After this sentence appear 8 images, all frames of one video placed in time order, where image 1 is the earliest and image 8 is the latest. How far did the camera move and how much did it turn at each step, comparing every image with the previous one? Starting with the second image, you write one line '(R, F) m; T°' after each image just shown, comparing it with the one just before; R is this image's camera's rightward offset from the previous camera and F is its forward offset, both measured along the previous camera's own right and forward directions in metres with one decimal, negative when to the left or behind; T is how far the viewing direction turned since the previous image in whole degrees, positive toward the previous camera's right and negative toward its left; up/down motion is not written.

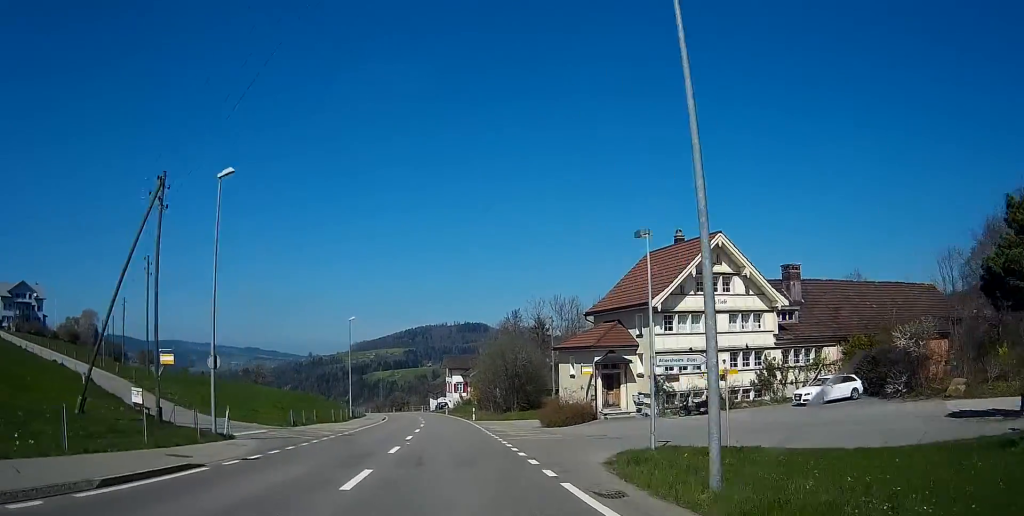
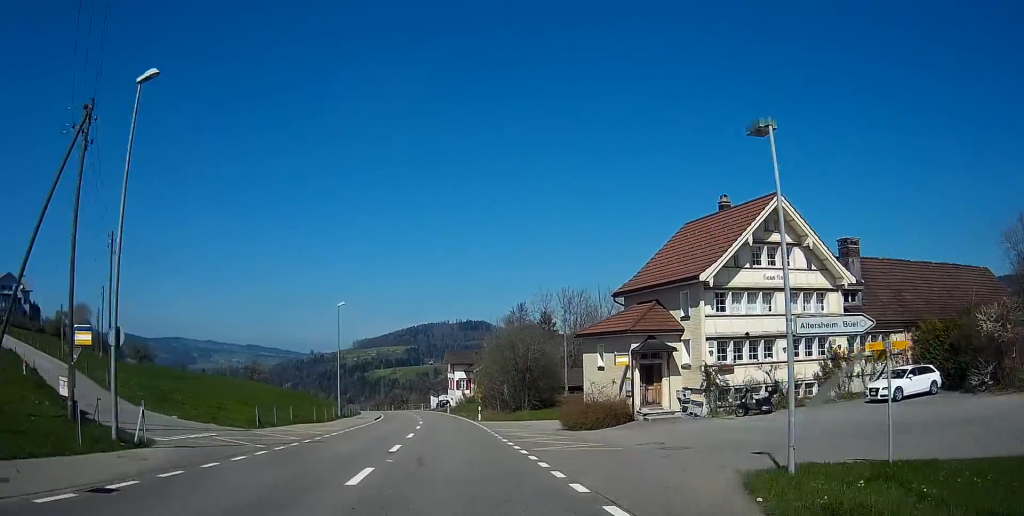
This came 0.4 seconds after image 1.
(0.0, +7.5) m; 0°
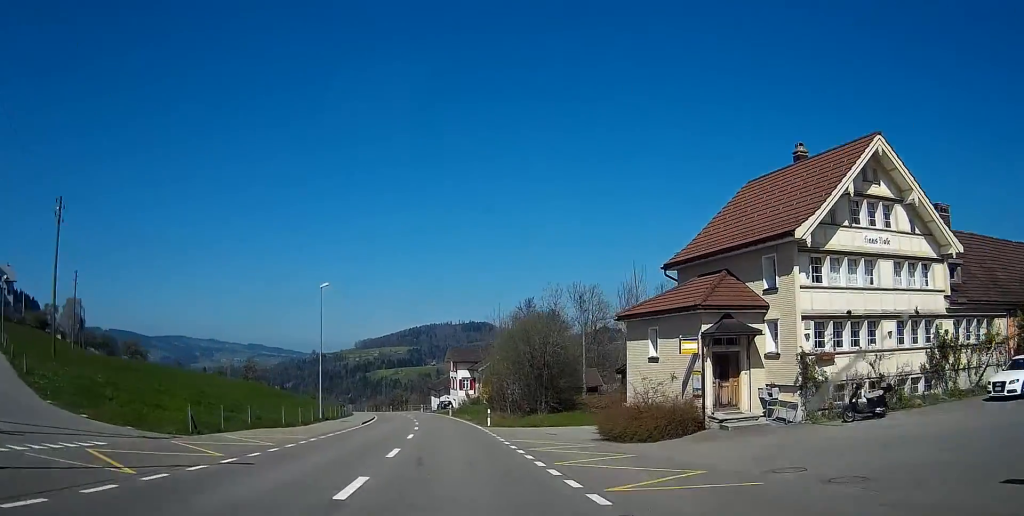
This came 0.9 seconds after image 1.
(0.0, +8.7) m; 0°
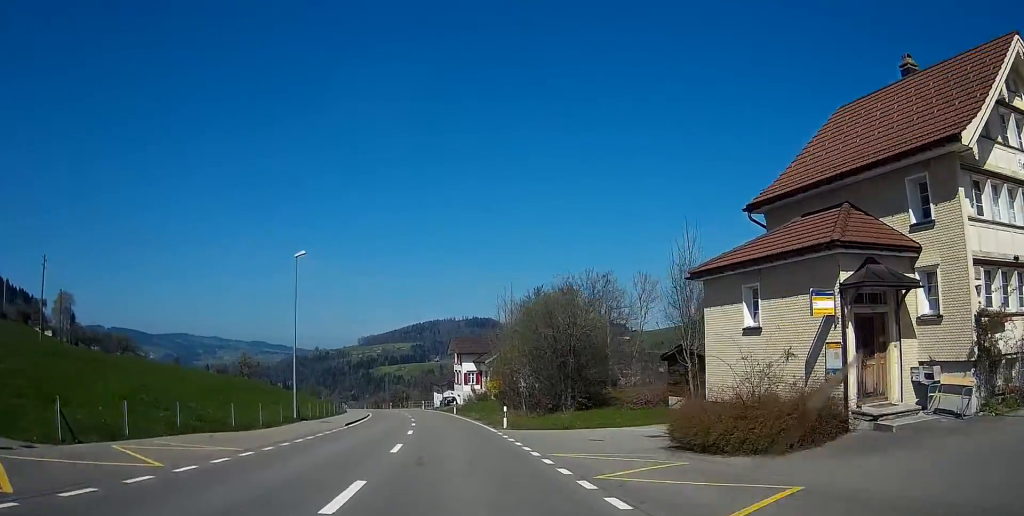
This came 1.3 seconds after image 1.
(0.0, +8.8) m; 0°
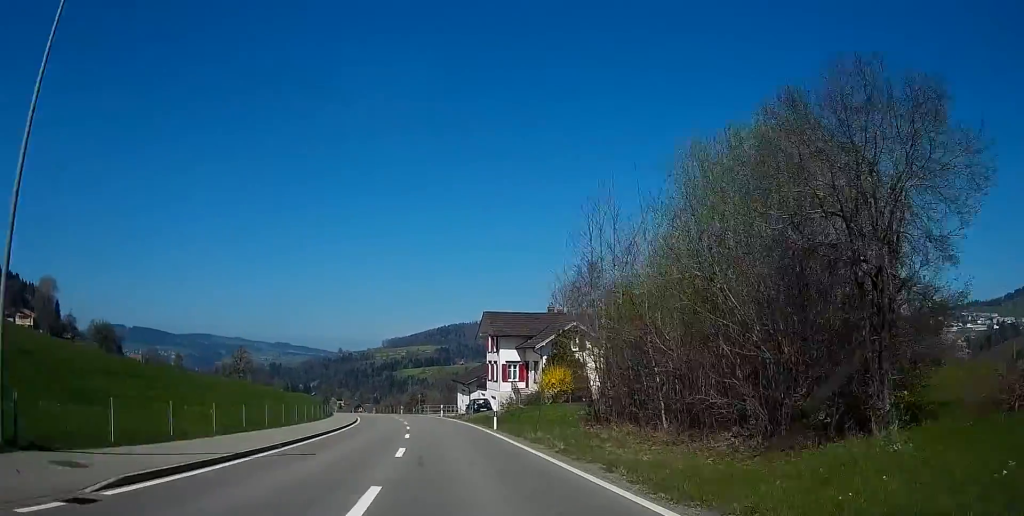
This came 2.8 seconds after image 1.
(-0.4, +27.4) m; -2°
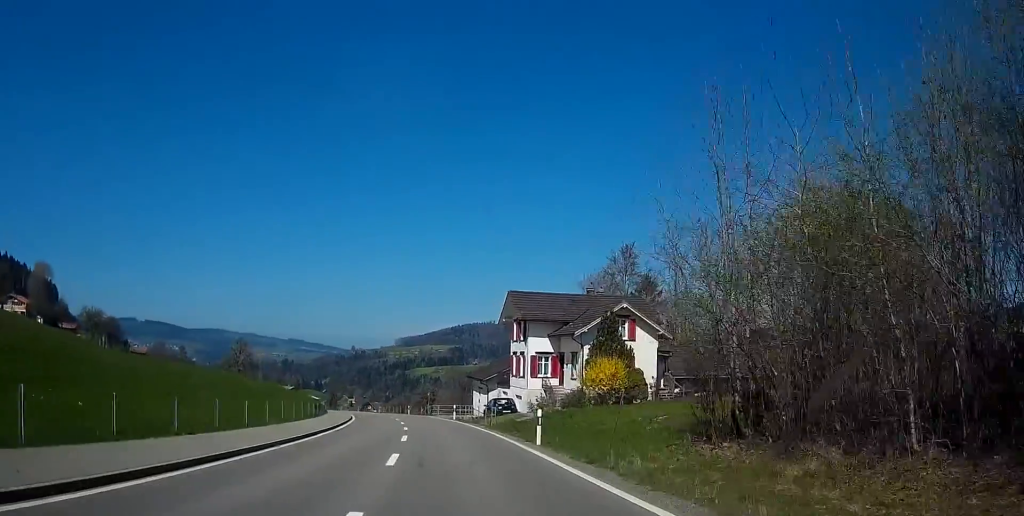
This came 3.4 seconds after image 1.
(-0.1, +11.8) m; -1°
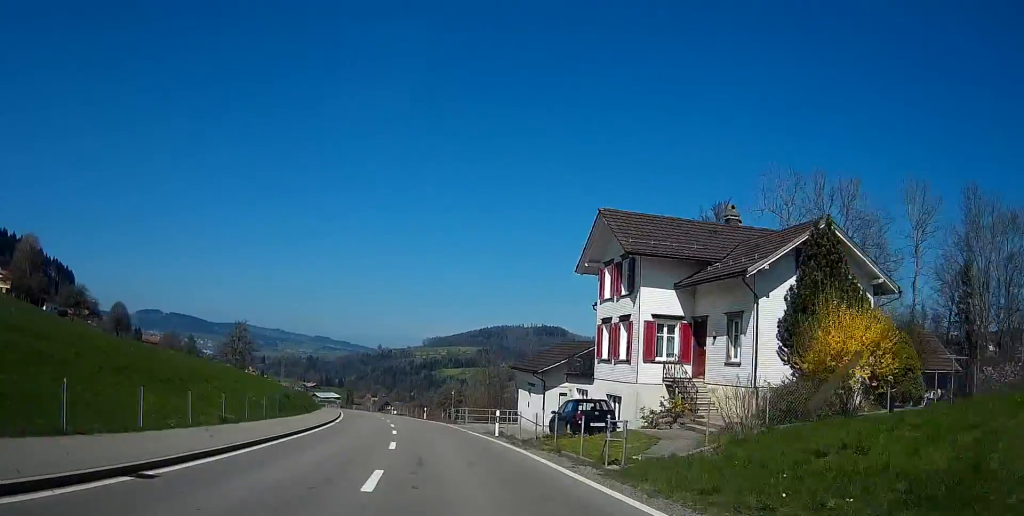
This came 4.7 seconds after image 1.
(-0.5, +22.4) m; -2°
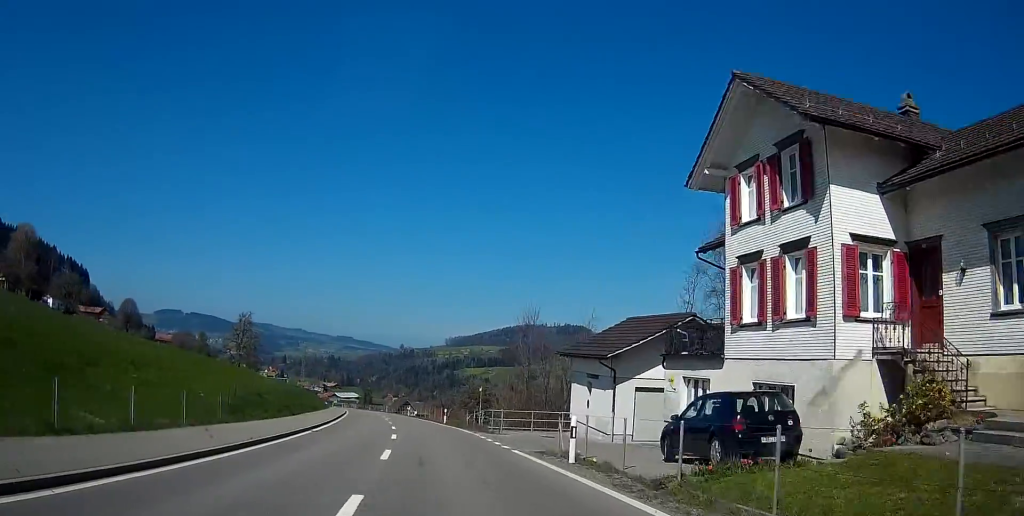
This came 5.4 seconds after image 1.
(-0.1, +12.4) m; -1°
